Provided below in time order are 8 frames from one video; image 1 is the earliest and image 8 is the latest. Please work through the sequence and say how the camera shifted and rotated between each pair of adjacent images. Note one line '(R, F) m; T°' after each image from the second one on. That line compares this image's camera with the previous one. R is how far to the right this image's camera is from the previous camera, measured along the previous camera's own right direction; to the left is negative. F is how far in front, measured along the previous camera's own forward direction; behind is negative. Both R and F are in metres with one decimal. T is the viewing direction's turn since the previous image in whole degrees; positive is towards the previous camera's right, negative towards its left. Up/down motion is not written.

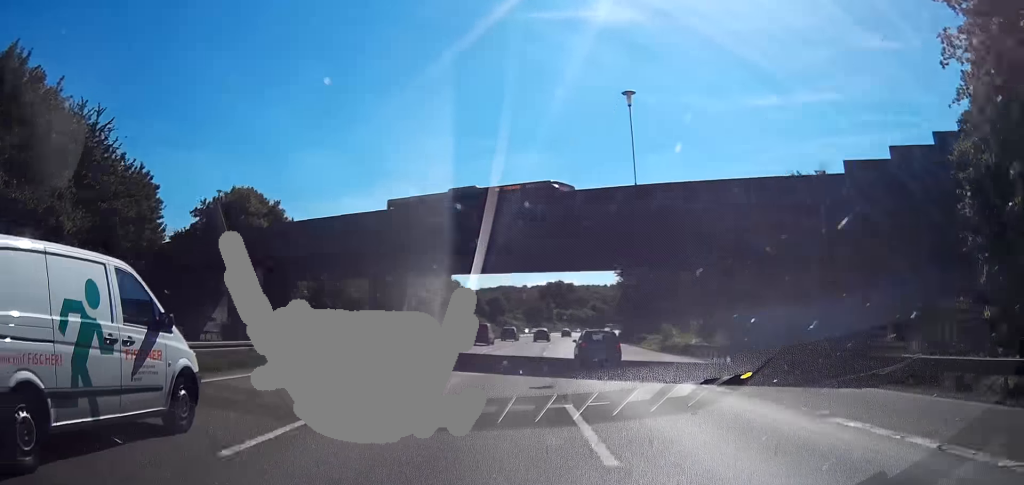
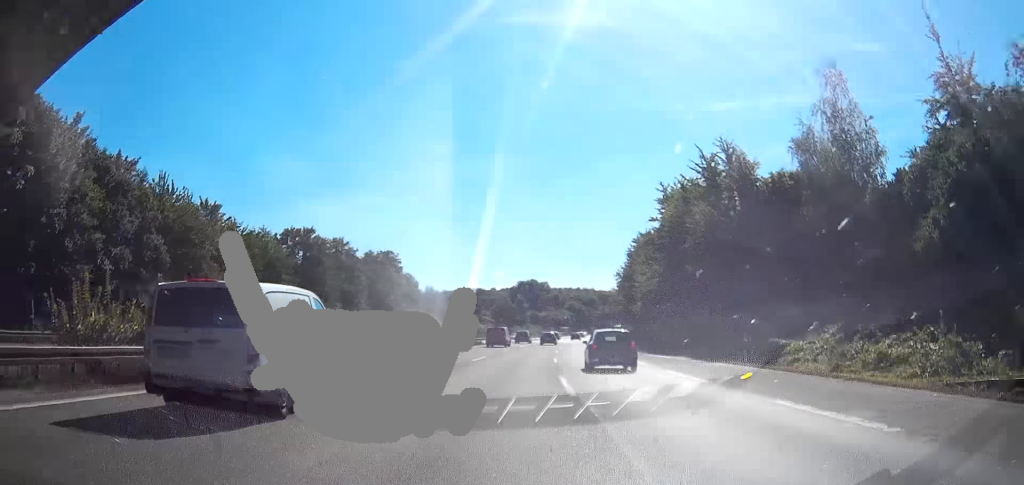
(0.0, +44.2) m; +2°
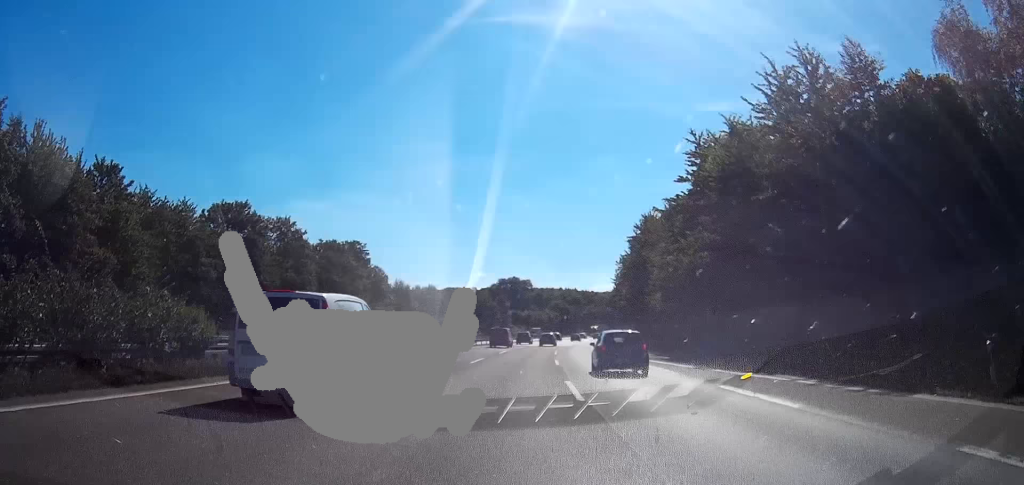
(+0.6, +20.0) m; +2°
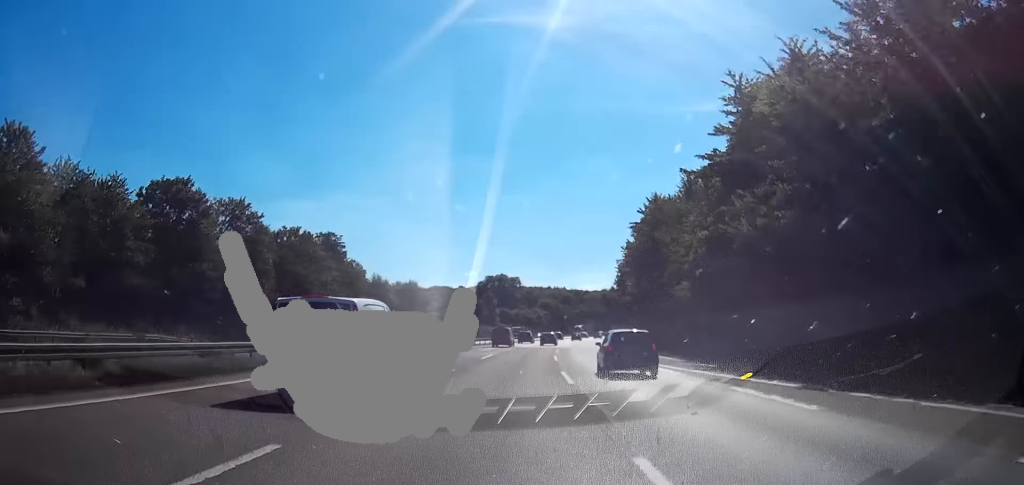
(0.0, +13.0) m; +2°
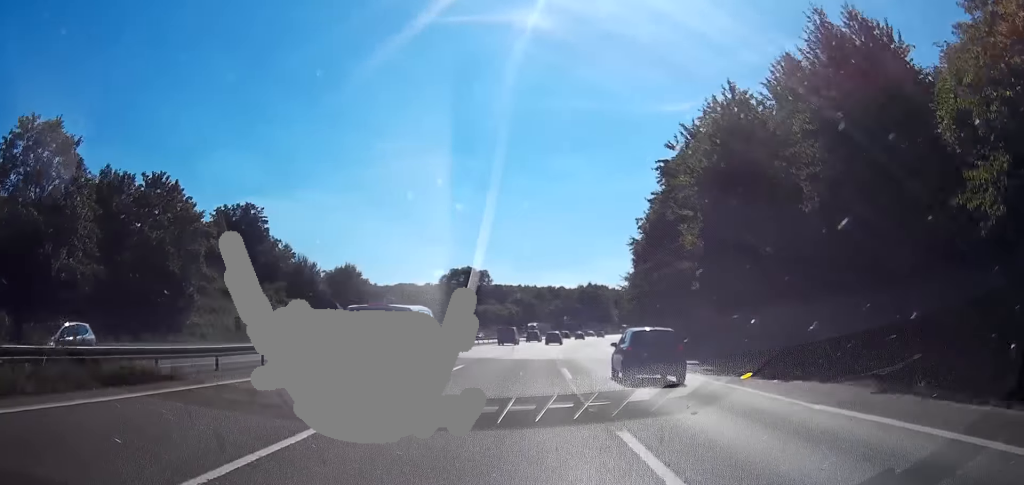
(+1.1, +34.7) m; +2°
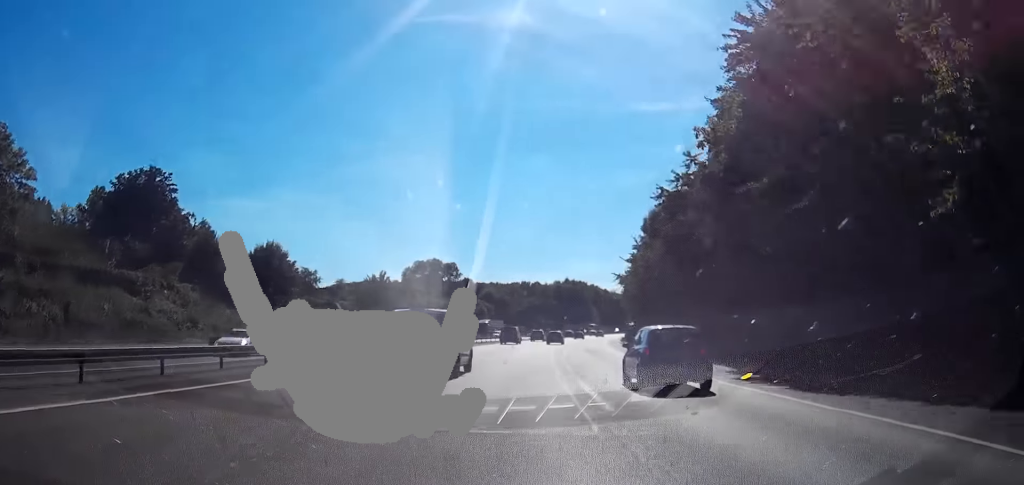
(-0.1, +27.9) m; +2°
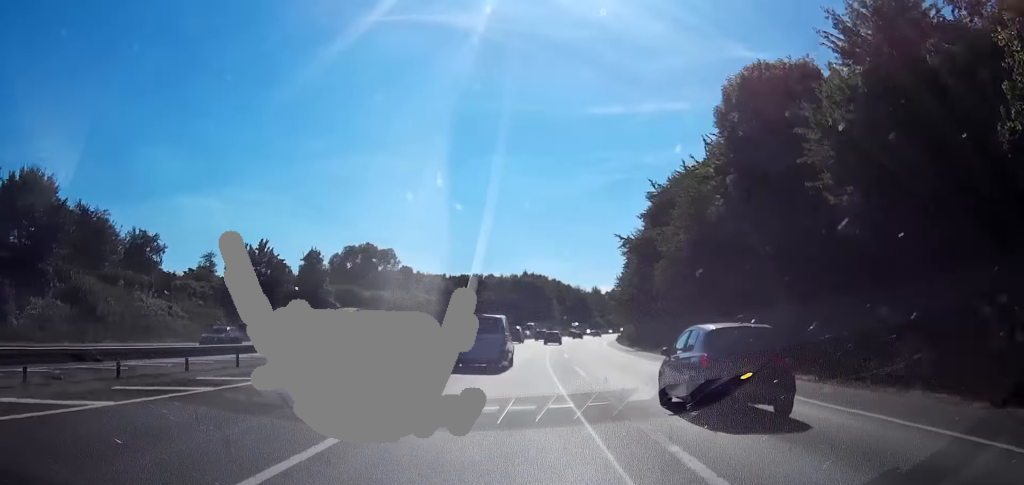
(+2.0, +46.2) m; +4°
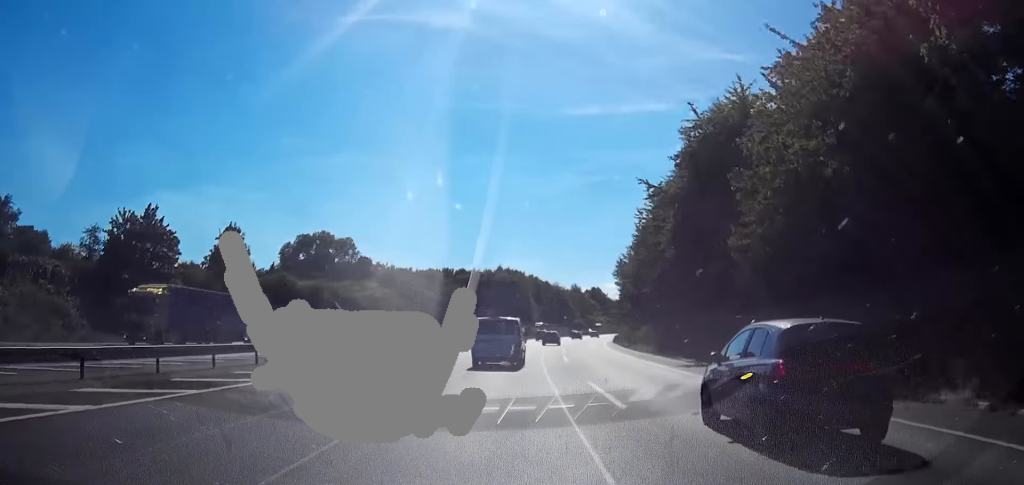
(+0.4, +25.5) m; +2°
